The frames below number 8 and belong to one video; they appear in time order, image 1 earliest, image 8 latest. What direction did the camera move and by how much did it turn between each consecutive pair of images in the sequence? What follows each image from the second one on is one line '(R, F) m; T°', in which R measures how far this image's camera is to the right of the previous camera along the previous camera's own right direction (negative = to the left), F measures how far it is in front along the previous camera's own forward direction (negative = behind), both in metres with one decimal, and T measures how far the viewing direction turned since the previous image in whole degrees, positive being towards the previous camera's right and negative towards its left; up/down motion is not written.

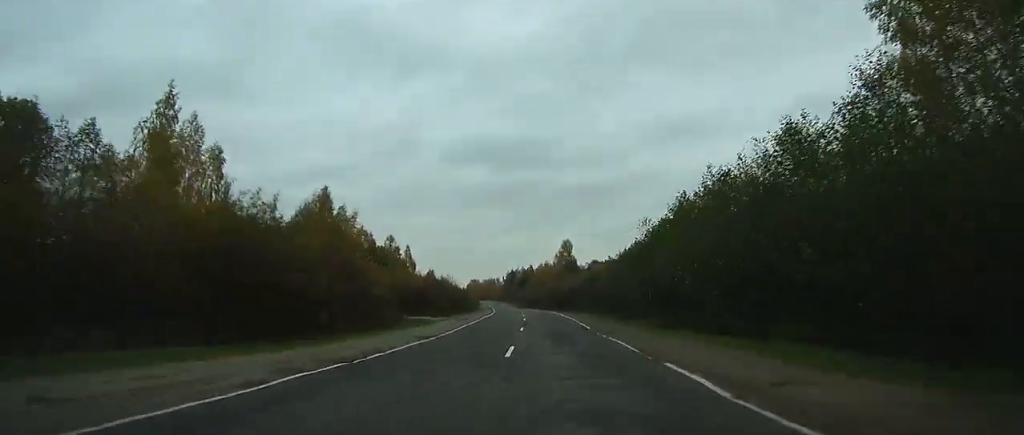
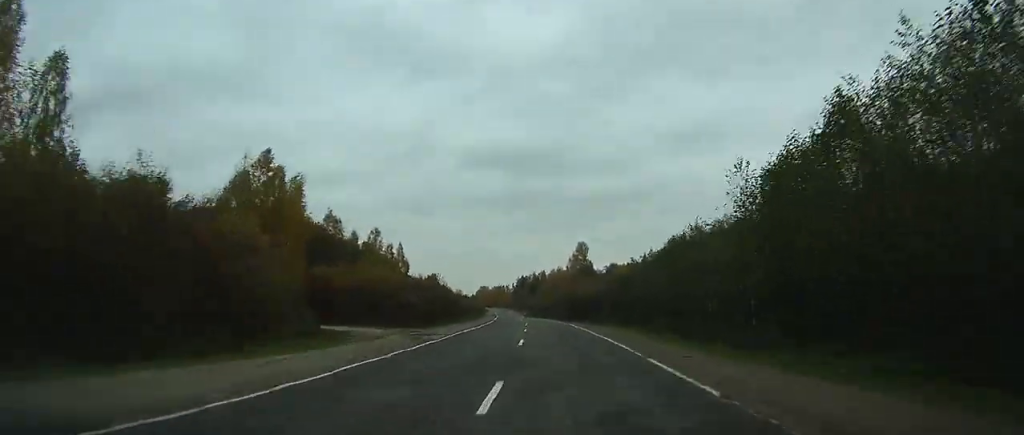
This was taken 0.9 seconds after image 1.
(-0.2, +20.0) m; -1°
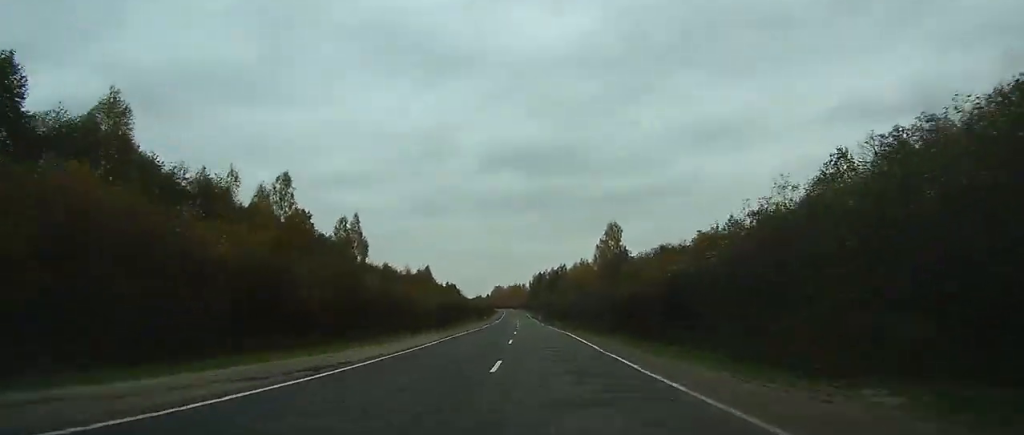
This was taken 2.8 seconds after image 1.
(-0.7, +44.4) m; -2°
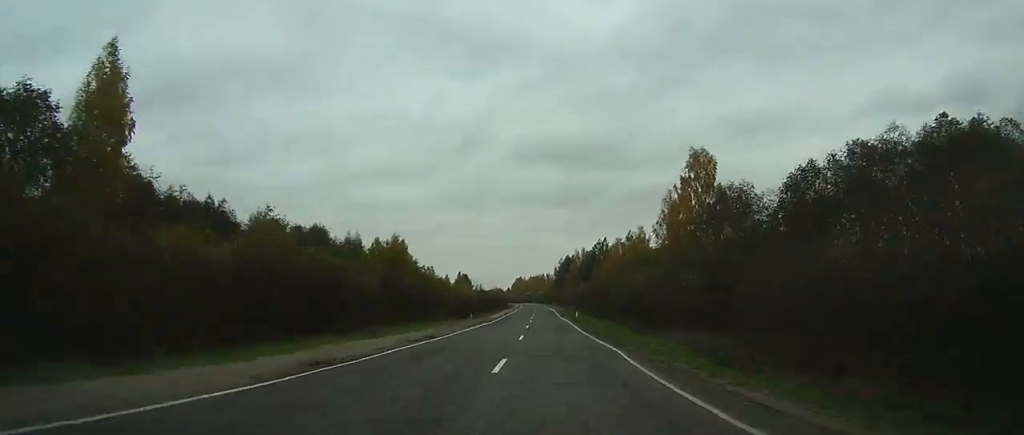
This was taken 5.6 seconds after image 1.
(-1.7, +62.5) m; -2°
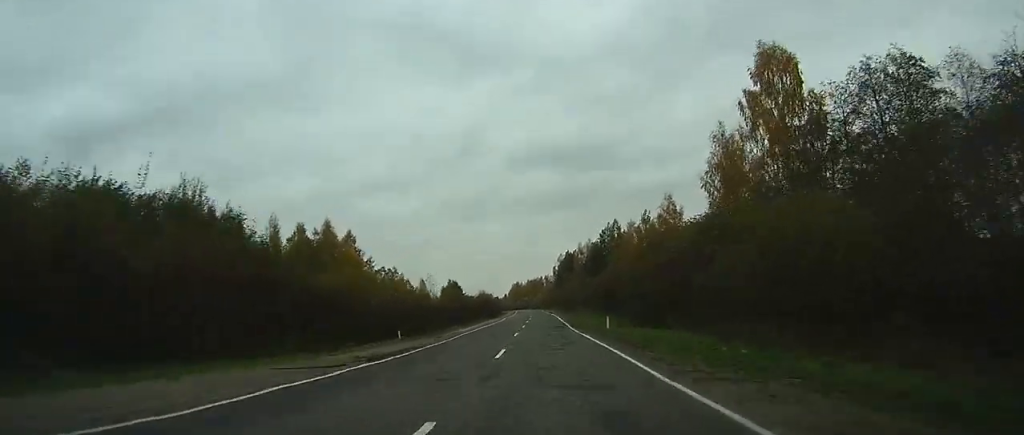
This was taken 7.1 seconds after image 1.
(-0.1, +31.7) m; -1°
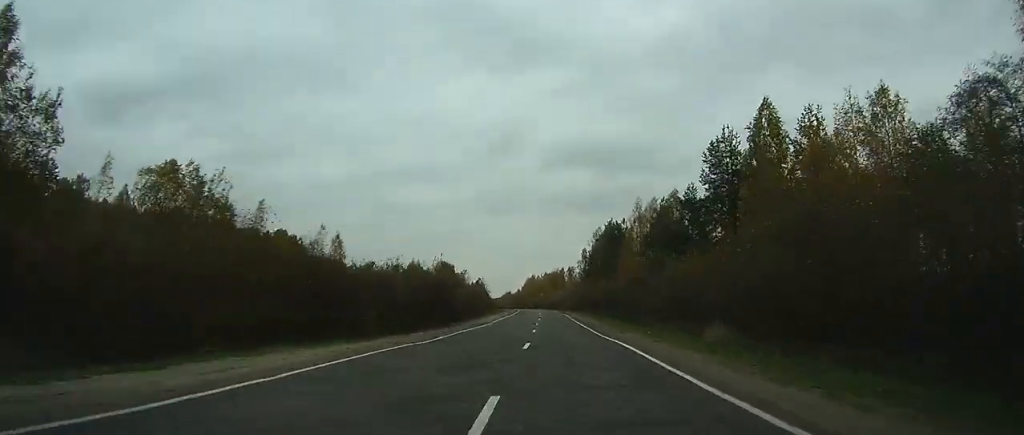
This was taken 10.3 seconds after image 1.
(-0.8, +69.2) m; -1°
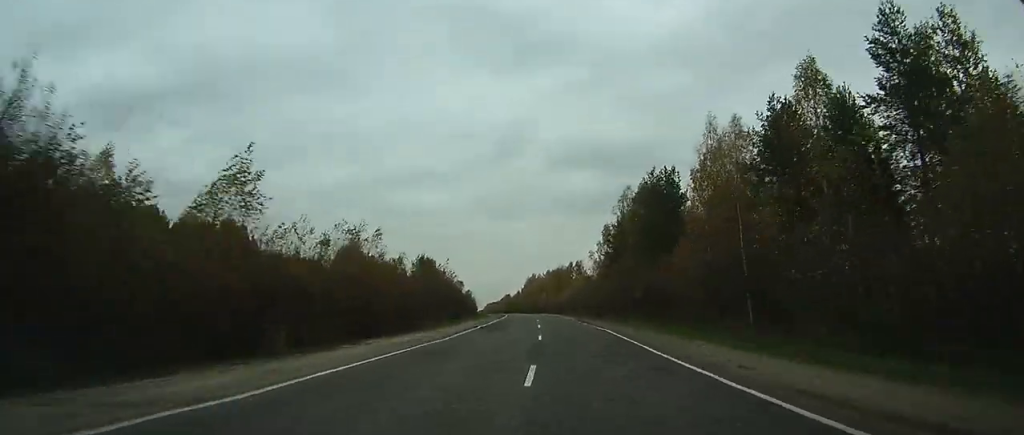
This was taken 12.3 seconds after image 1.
(-0.3, +46.6) m; -1°
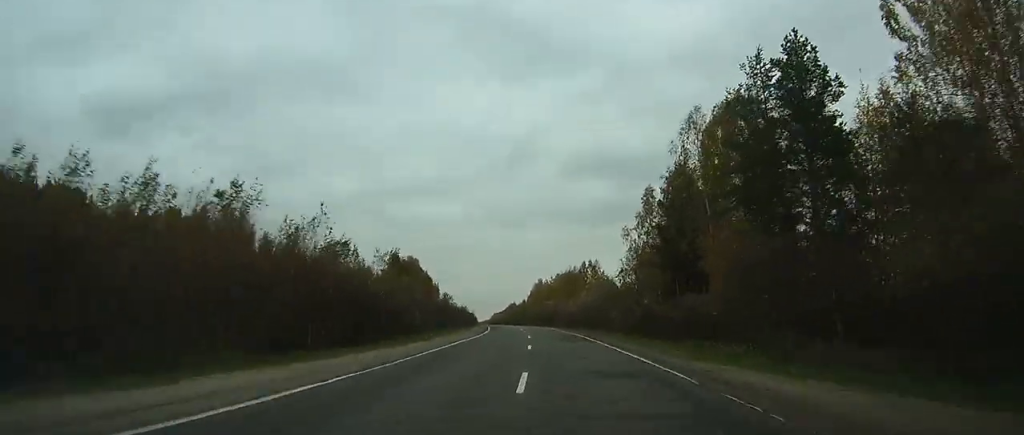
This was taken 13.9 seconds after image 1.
(-0.1, +38.8) m; 0°
